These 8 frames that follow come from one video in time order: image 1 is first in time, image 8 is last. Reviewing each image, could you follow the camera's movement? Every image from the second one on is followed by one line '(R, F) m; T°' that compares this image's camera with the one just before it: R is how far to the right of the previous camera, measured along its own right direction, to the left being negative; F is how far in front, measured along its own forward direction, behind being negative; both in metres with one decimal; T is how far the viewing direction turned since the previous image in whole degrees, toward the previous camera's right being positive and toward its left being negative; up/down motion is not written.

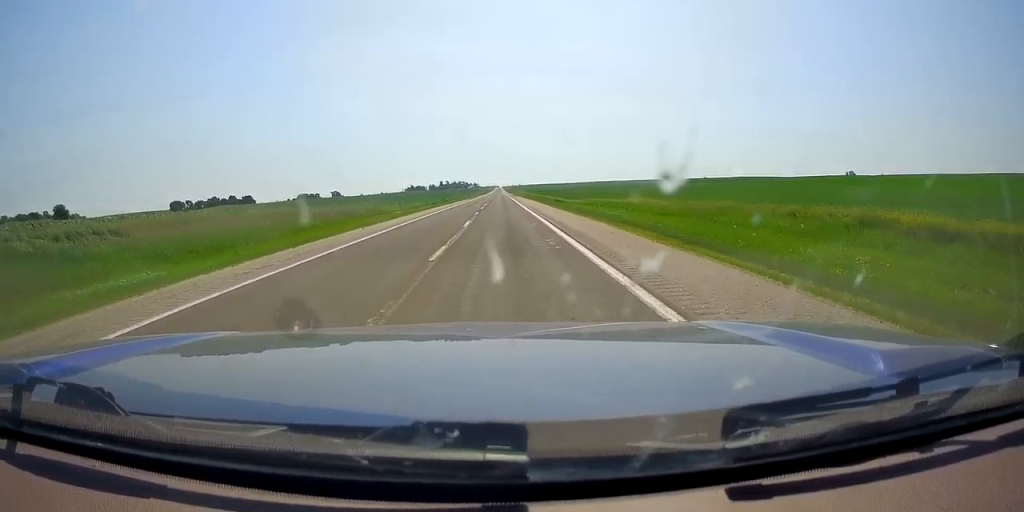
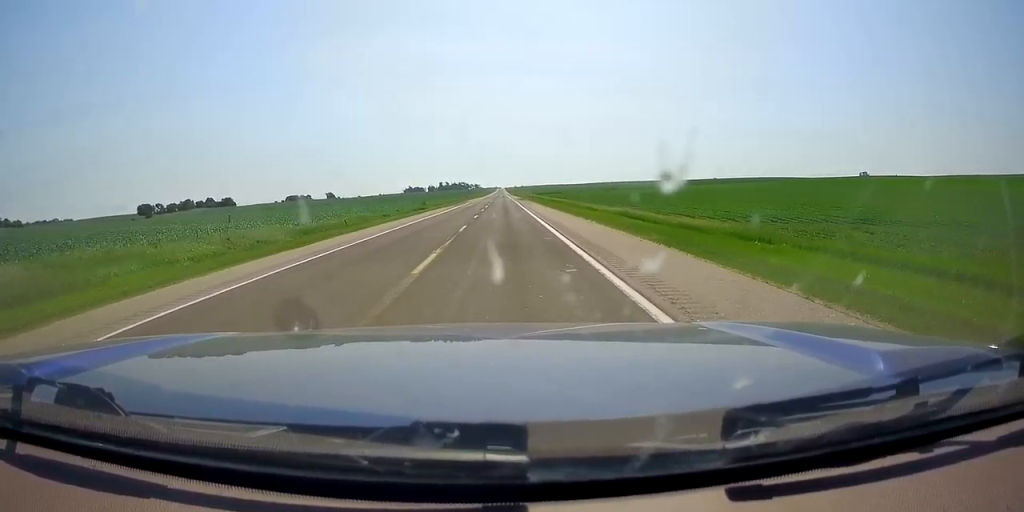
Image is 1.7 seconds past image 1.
(+0.6, +50.6) m; +1°
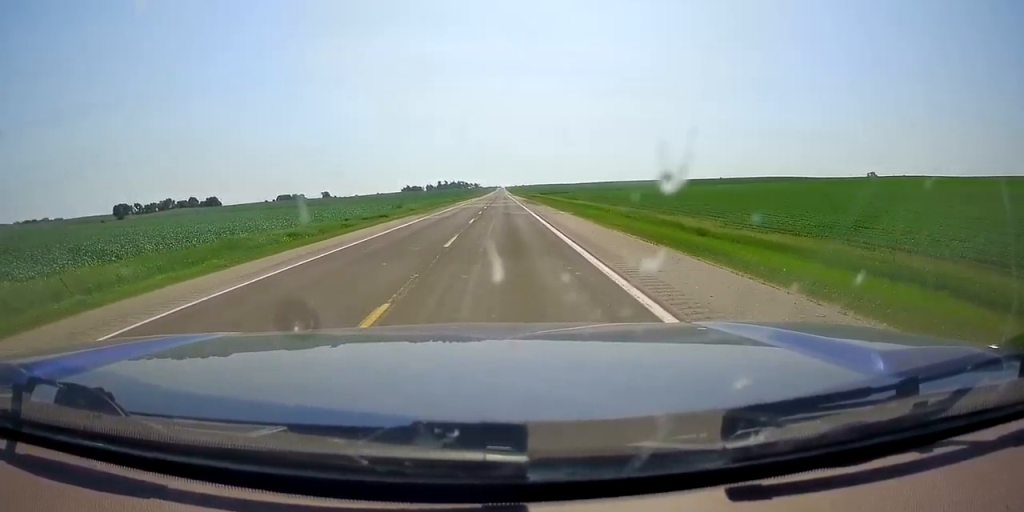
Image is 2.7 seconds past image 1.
(-0.1, +31.0) m; -1°
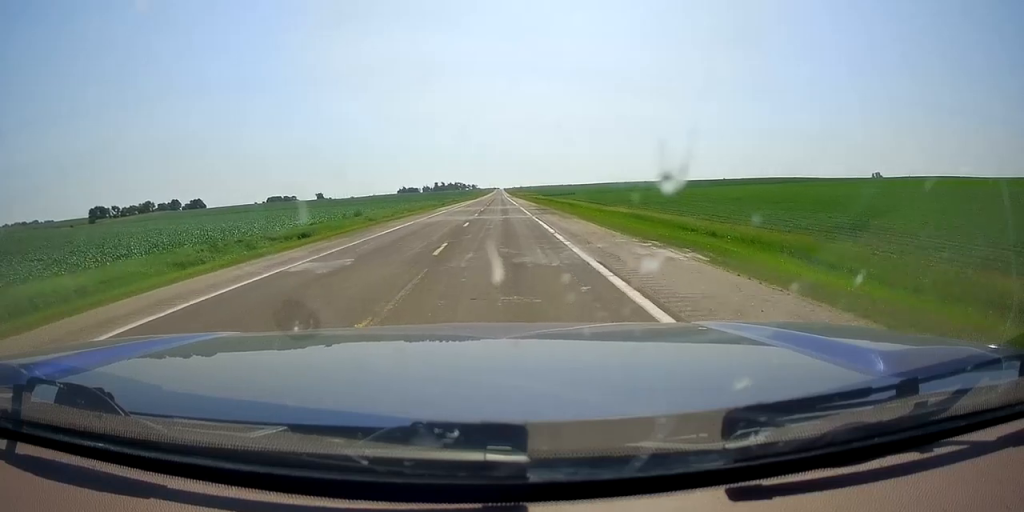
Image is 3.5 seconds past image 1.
(-0.2, +26.4) m; 0°
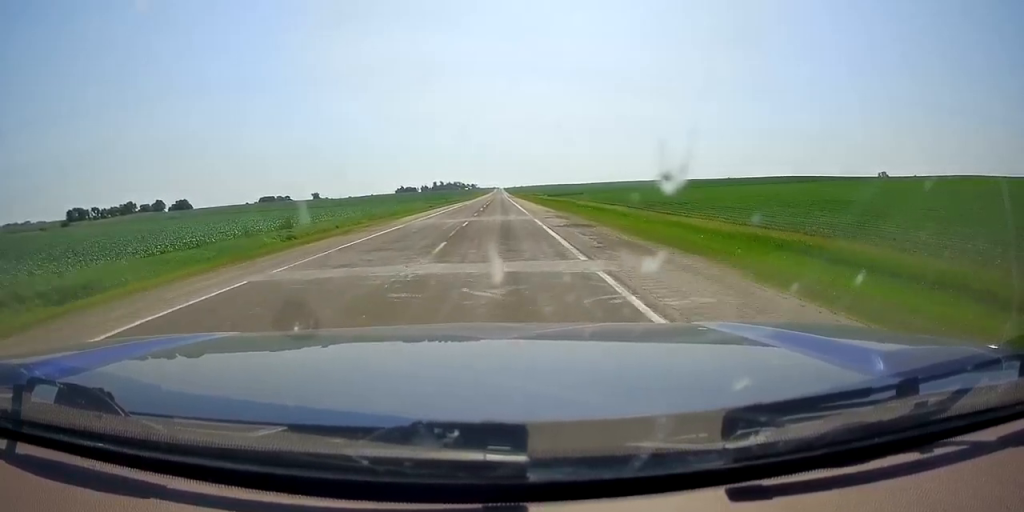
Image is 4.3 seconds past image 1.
(0.0, +24.0) m; 0°
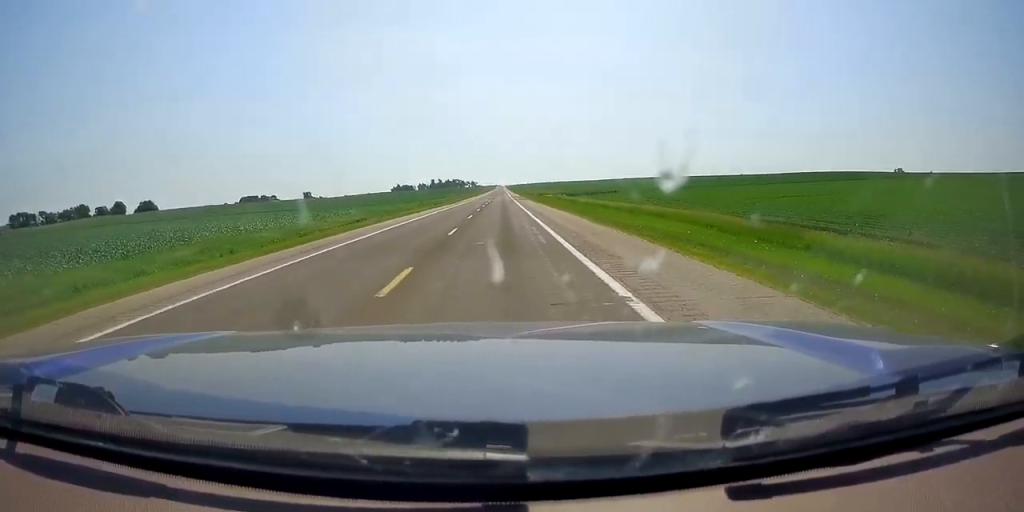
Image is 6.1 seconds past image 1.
(+0.1, +55.2) m; +1°
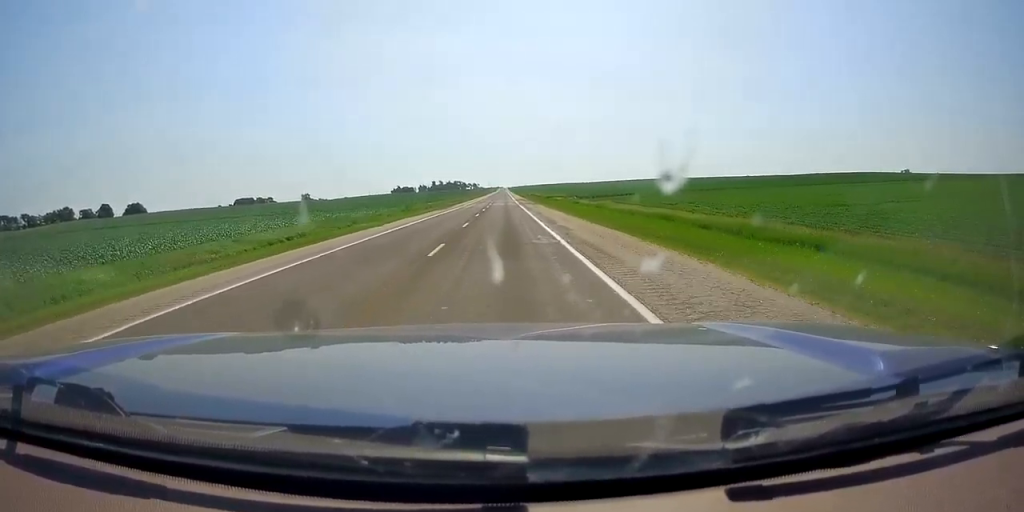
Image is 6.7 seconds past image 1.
(+0.3, +18.4) m; 0°
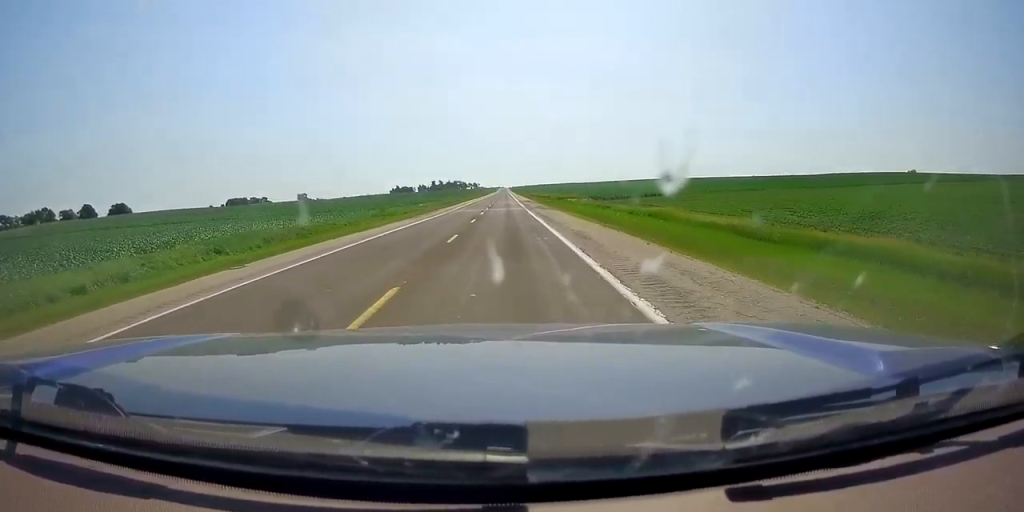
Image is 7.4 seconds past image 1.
(0.0, +20.5) m; 0°
